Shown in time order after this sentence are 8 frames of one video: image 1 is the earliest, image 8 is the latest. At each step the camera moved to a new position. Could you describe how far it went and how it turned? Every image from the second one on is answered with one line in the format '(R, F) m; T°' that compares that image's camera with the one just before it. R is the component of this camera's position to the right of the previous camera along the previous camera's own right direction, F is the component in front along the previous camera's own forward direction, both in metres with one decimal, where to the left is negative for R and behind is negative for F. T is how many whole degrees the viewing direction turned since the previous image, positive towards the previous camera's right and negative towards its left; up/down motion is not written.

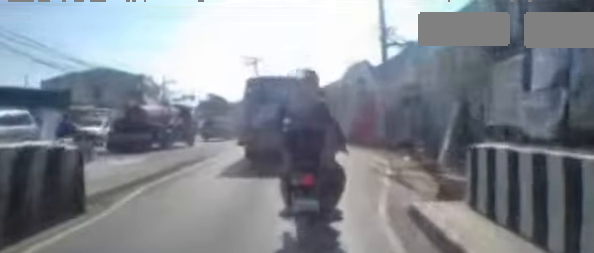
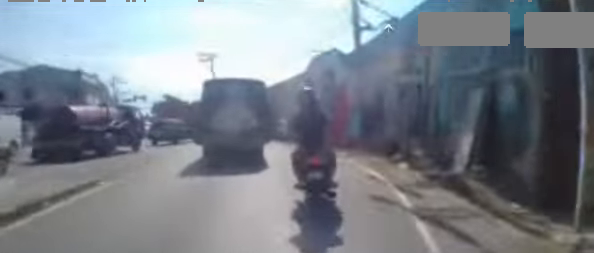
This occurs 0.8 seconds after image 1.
(0.0, +3.0) m; 0°
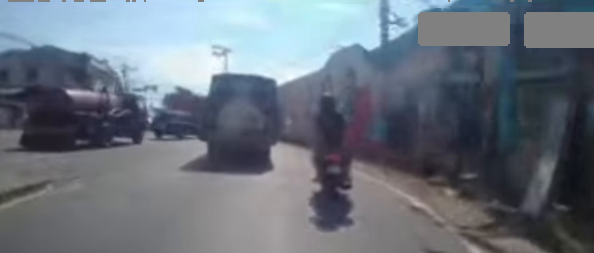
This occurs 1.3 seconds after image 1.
(0.0, +1.9) m; 0°
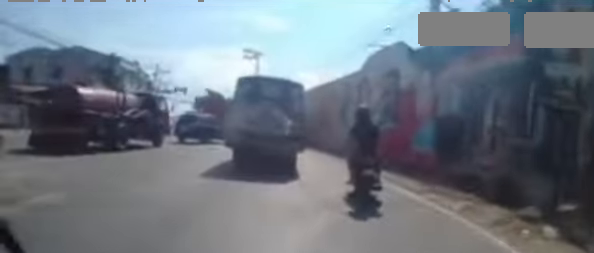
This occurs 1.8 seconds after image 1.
(0.0, +1.8) m; 0°
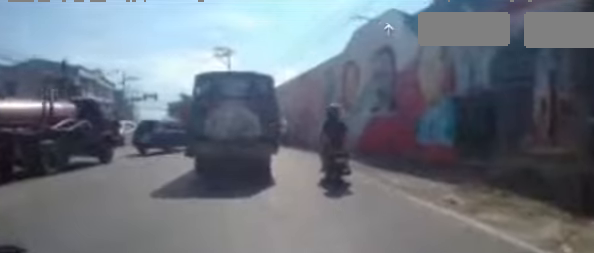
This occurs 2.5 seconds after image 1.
(0.0, +2.7) m; 0°
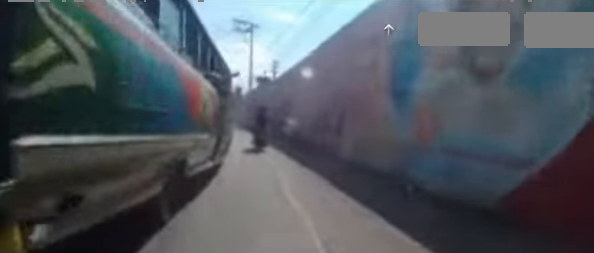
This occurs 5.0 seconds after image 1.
(+0.7, +11.1) m; +7°
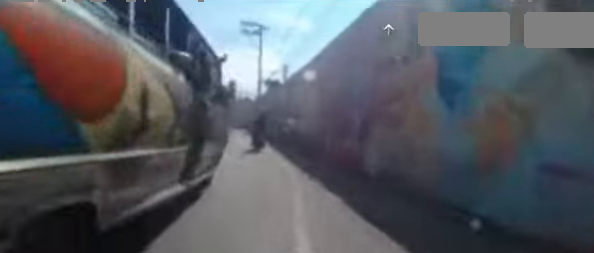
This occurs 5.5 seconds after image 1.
(+0.2, +2.1) m; -1°
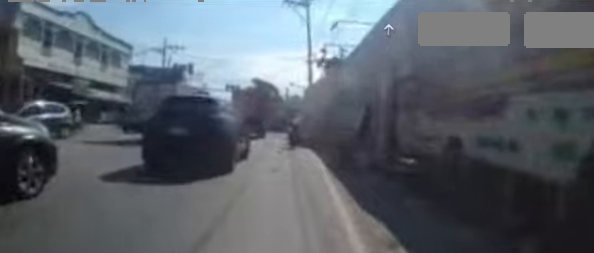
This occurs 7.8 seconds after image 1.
(-1.7, +10.8) m; -17°
